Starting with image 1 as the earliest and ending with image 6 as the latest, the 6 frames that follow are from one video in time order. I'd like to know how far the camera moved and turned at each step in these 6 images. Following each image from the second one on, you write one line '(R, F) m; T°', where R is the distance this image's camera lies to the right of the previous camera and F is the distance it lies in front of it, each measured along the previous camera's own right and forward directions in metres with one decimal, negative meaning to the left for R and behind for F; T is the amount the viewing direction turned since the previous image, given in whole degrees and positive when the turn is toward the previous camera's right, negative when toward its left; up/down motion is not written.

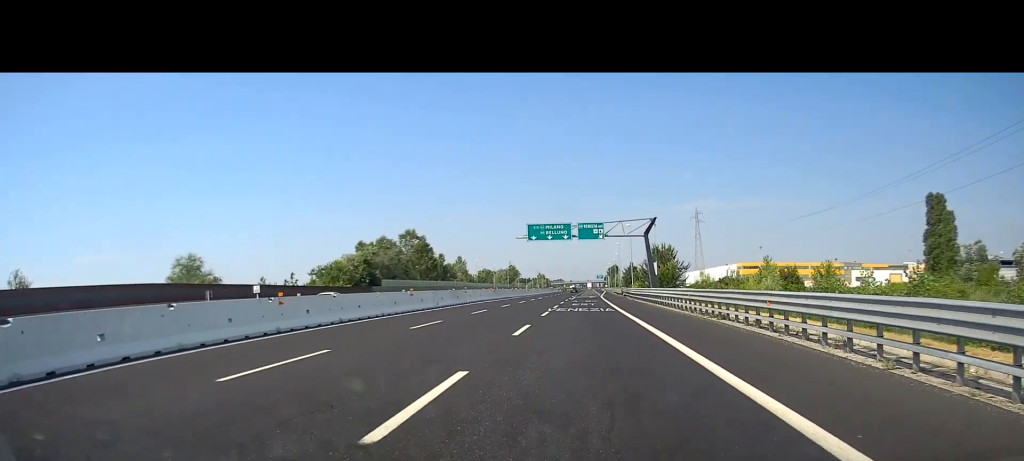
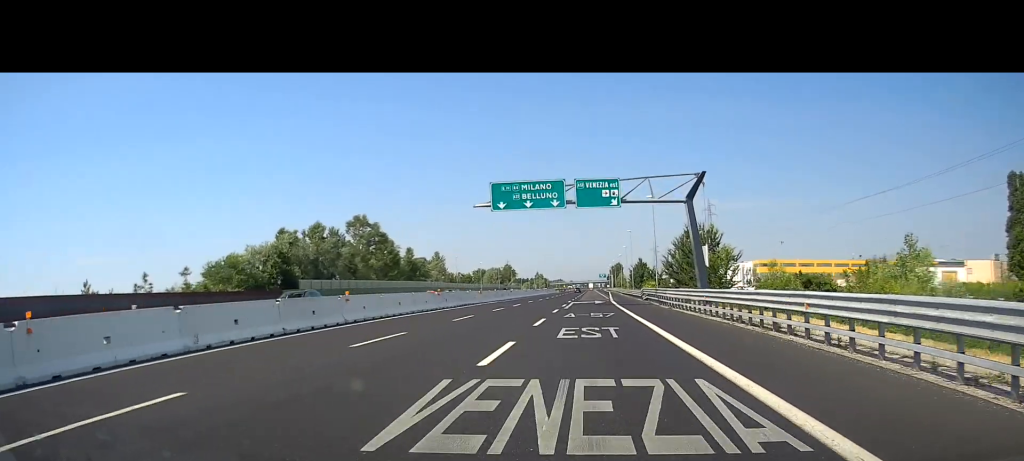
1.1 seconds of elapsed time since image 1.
(+0.1, +29.8) m; 0°
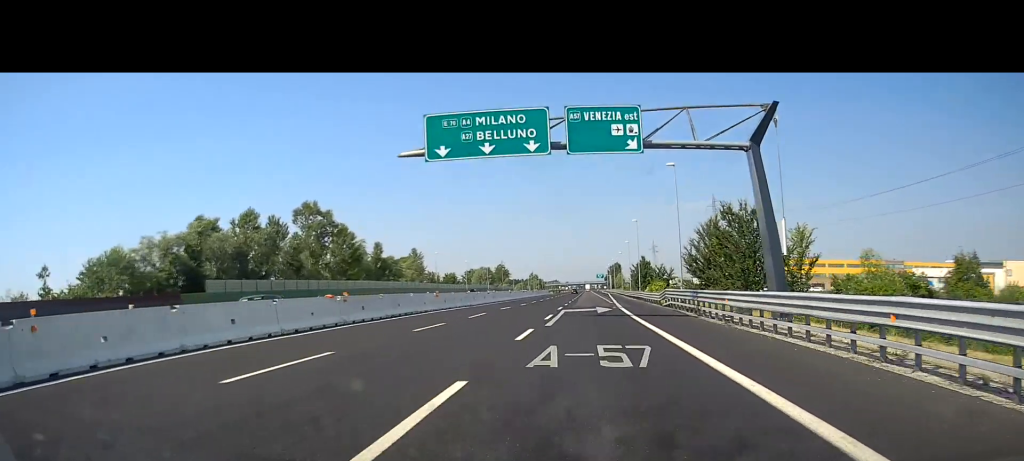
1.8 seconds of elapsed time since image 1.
(-0.1, +17.6) m; 0°
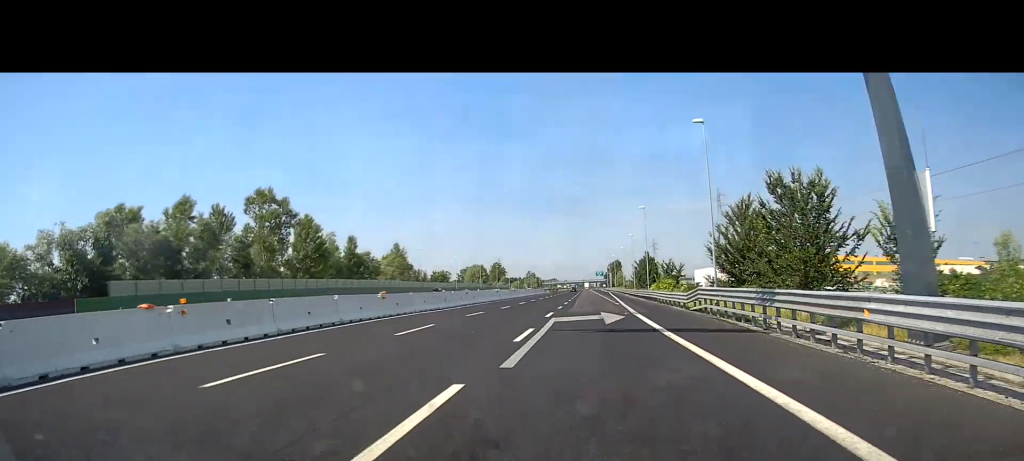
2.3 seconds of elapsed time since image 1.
(0.0, +12.3) m; 0°
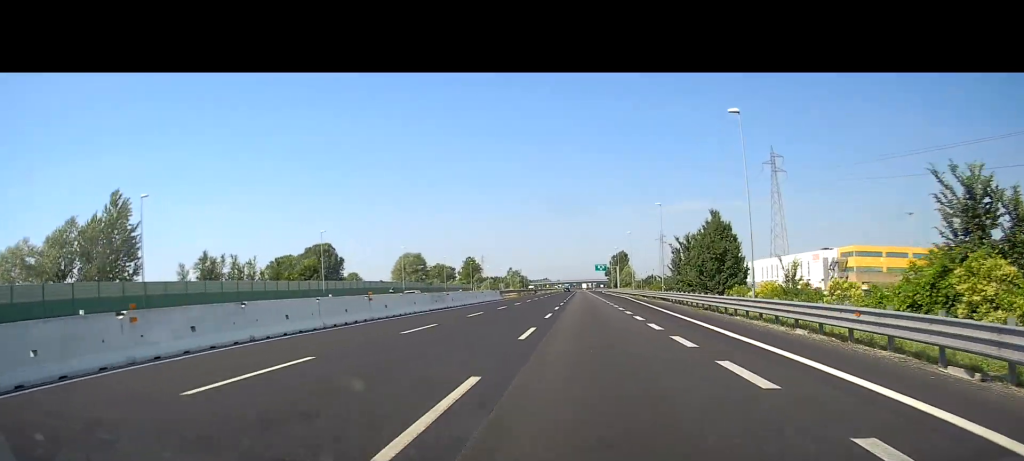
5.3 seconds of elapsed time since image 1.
(-0.1, +79.7) m; 0°
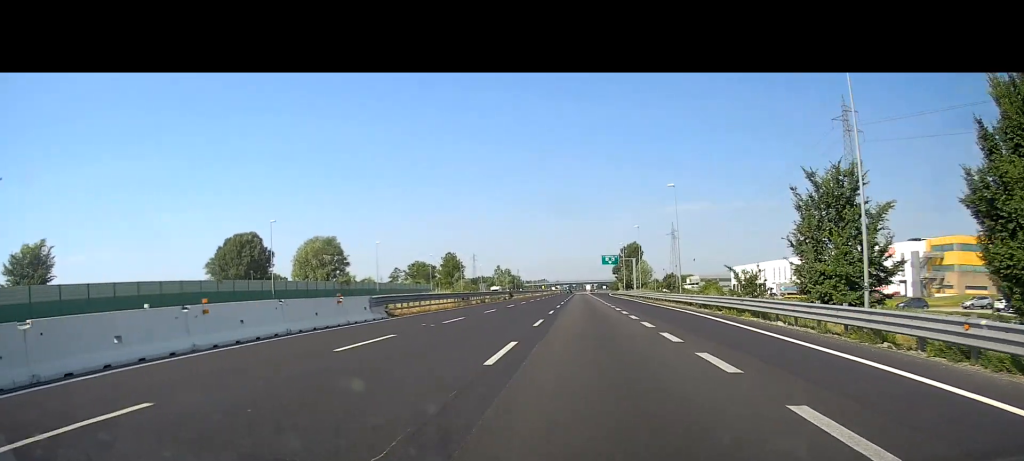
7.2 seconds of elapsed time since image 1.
(+0.8, +50.4) m; +1°
